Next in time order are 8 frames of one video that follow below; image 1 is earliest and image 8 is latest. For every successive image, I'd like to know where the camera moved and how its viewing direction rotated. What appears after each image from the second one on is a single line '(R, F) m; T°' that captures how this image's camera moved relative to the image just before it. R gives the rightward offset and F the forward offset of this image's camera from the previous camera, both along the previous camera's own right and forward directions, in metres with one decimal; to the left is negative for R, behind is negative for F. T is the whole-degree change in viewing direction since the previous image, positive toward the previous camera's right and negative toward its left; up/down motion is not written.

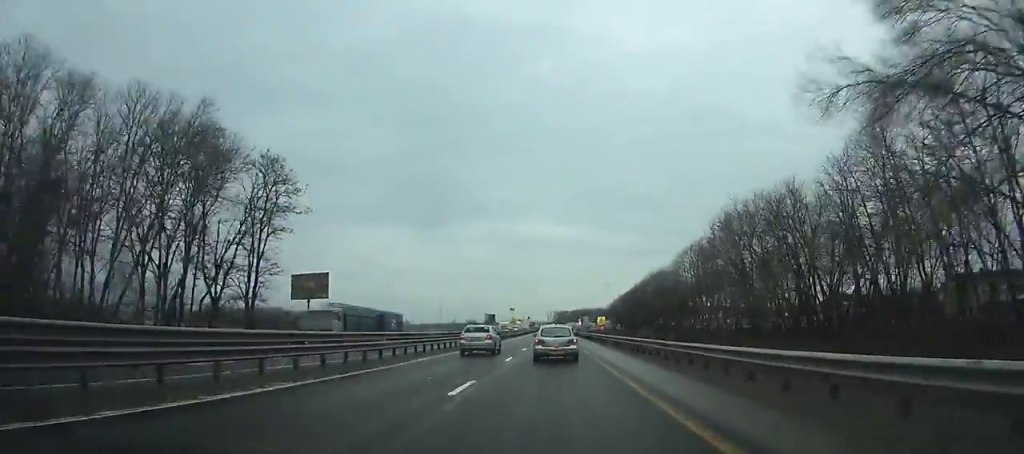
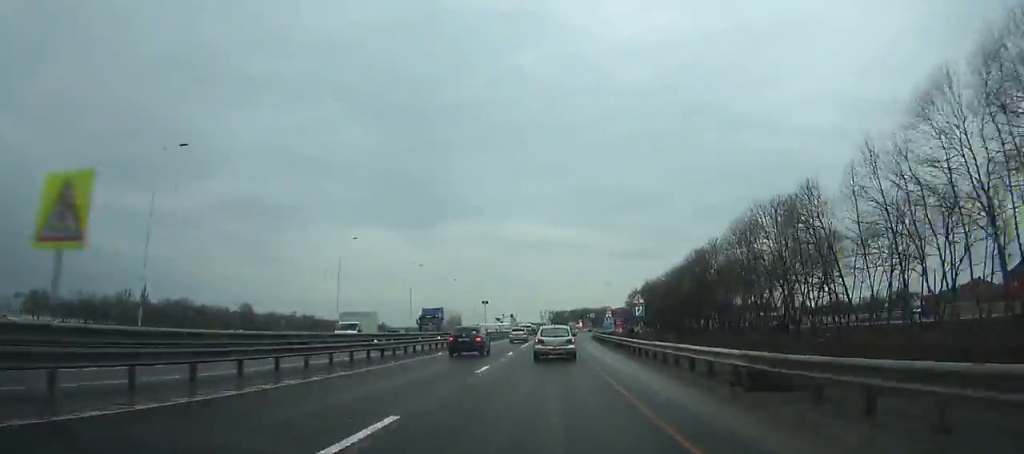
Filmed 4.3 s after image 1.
(+0.7, +87.7) m; +1°
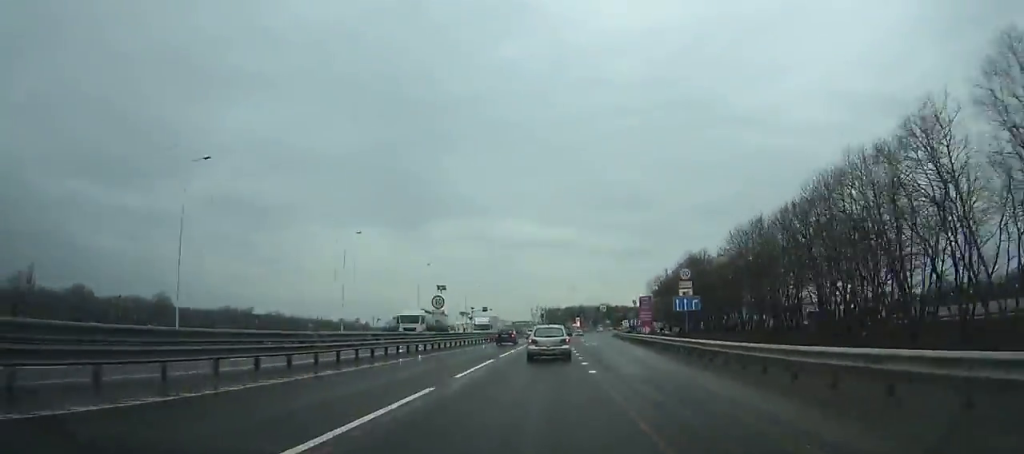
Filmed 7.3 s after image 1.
(-0.2, +61.1) m; +1°
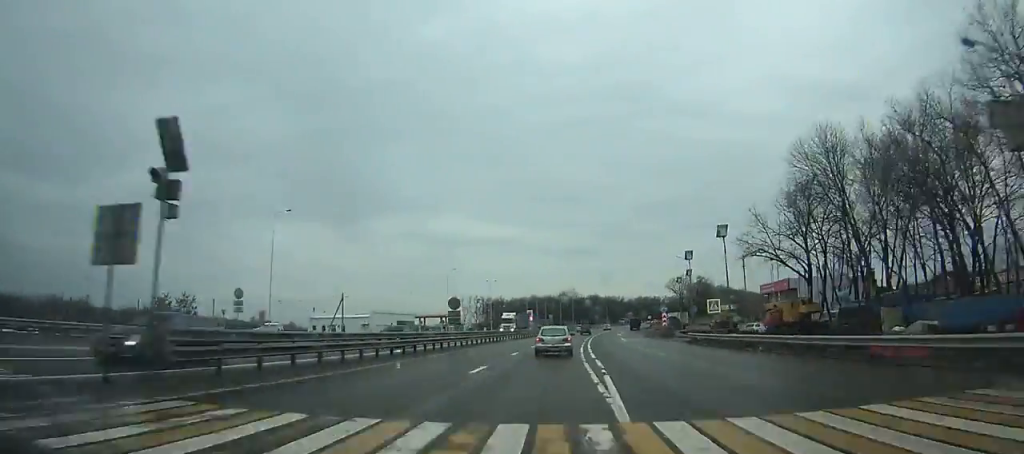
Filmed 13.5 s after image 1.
(+6.1, +128.3) m; +6°
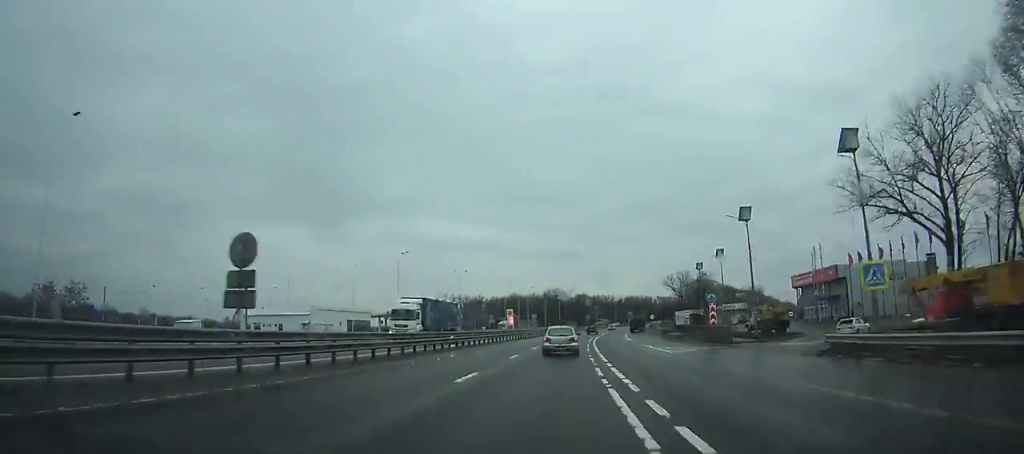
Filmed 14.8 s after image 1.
(+0.8, +27.6) m; +2°
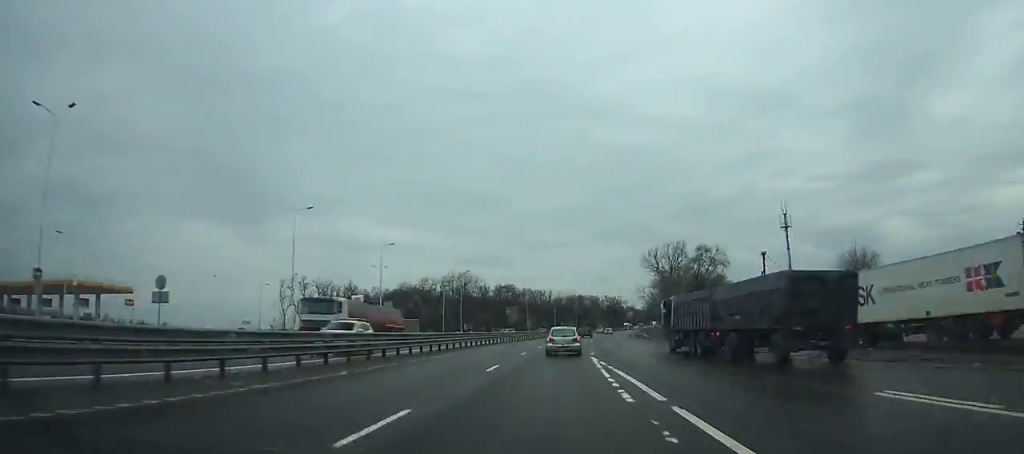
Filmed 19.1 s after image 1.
(+4.4, +91.7) m; +6°
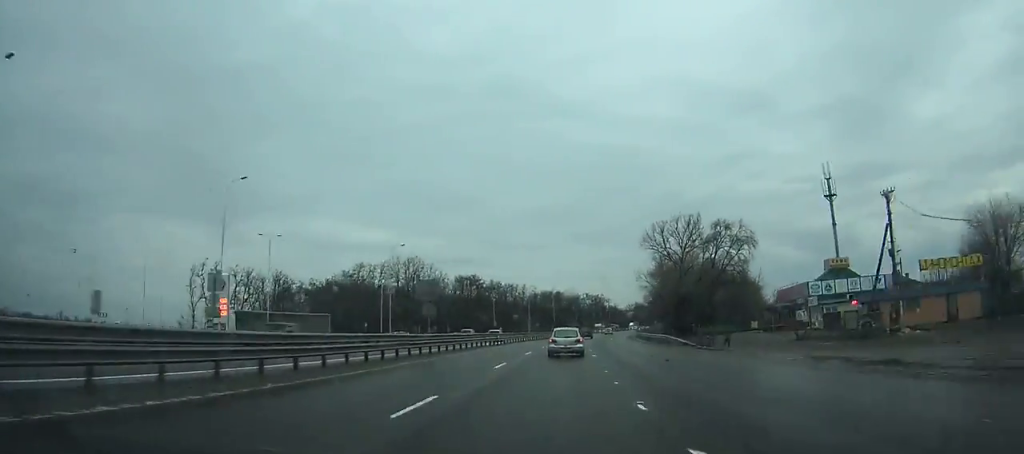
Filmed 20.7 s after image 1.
(+1.3, +34.1) m; +2°
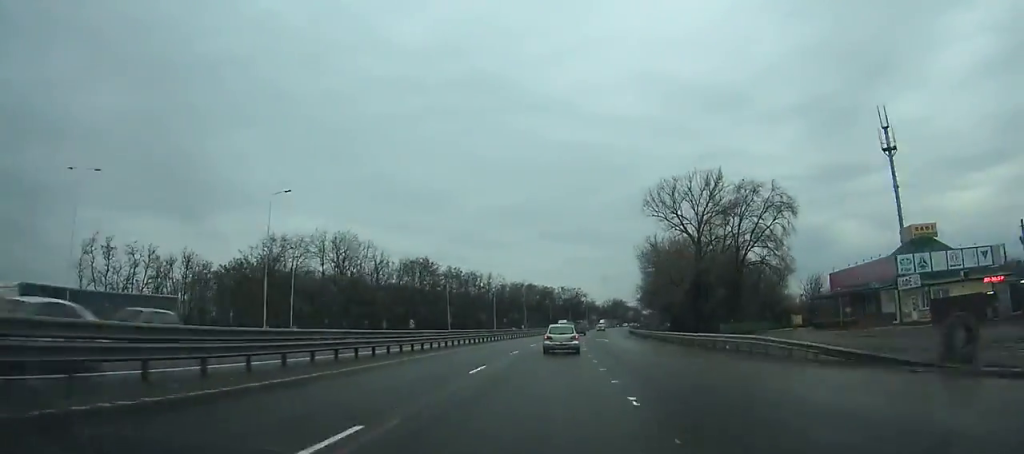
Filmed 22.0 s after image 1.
(+0.1, +27.7) m; +2°
